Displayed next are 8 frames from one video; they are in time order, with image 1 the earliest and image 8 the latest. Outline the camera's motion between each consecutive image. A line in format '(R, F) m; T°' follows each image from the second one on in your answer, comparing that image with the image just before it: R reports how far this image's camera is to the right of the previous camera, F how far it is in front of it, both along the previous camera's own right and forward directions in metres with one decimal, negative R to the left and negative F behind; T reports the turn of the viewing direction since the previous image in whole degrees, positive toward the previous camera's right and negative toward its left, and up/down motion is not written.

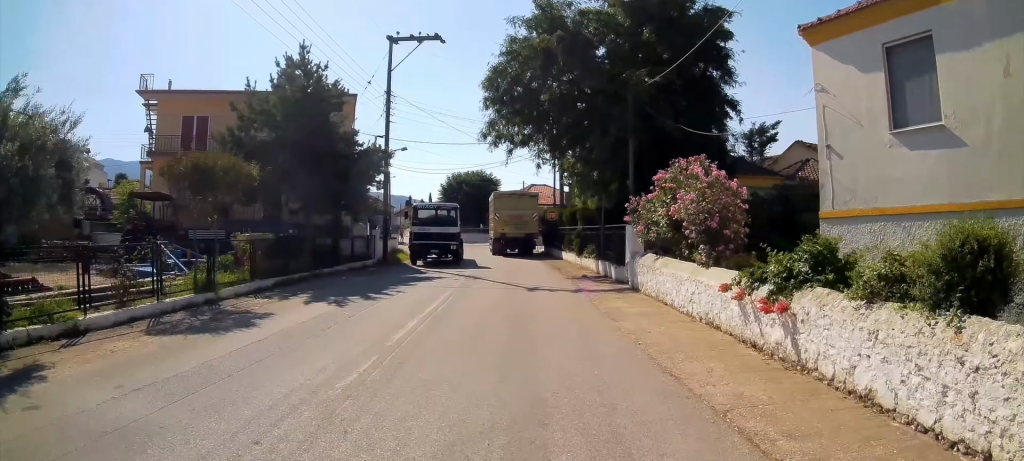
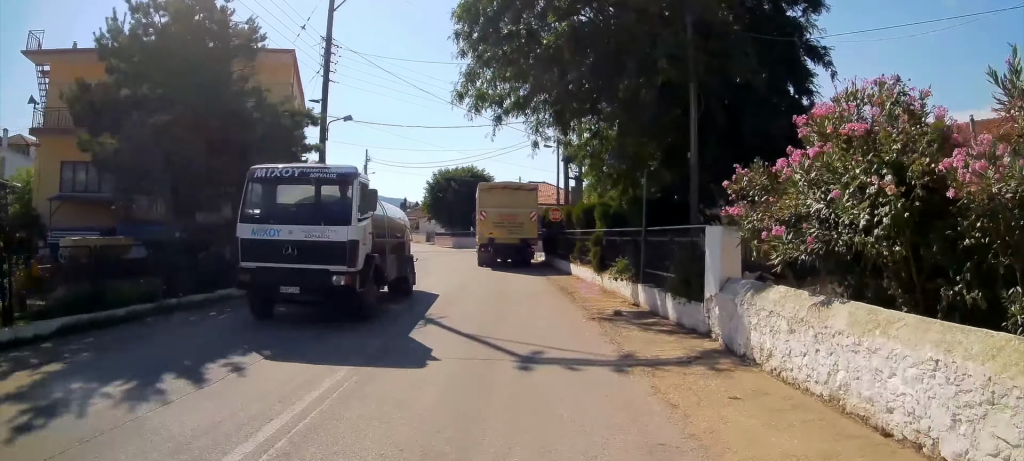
(0.0, +8.6) m; +2°
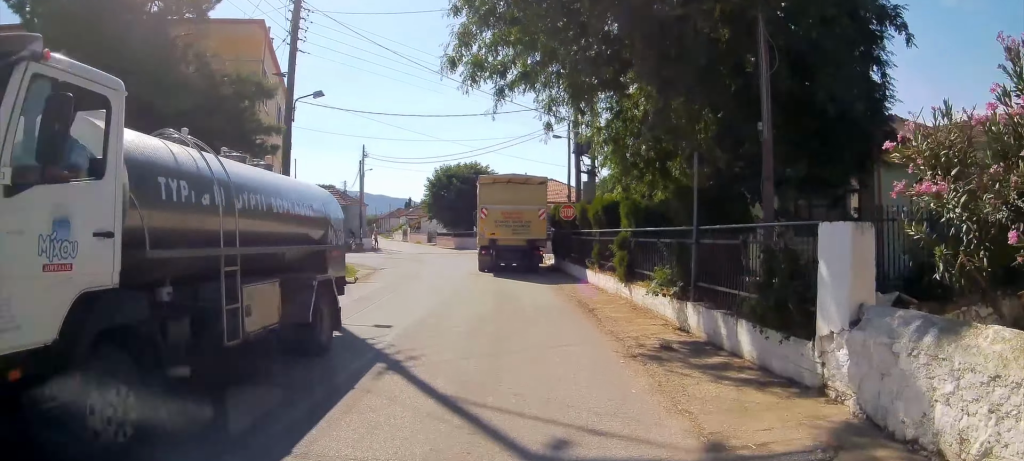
(+0.1, +3.7) m; +1°
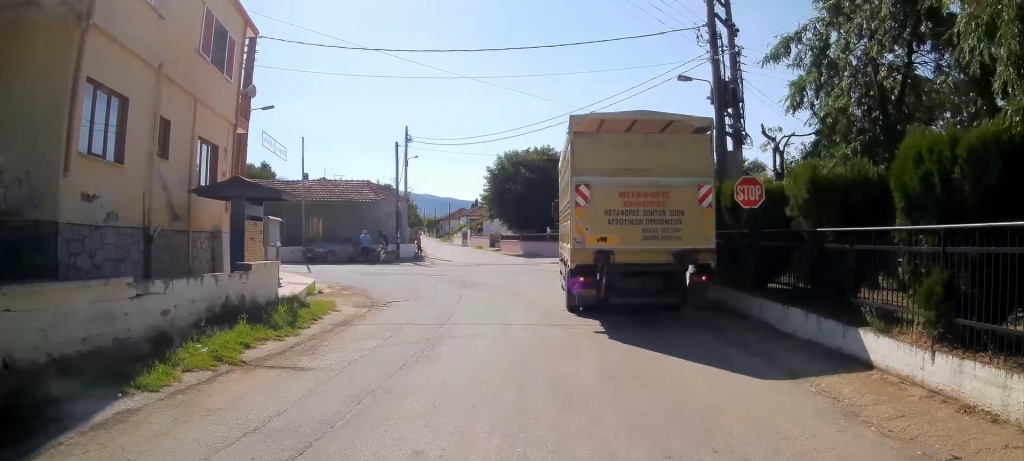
(-0.2, +13.2) m; -2°
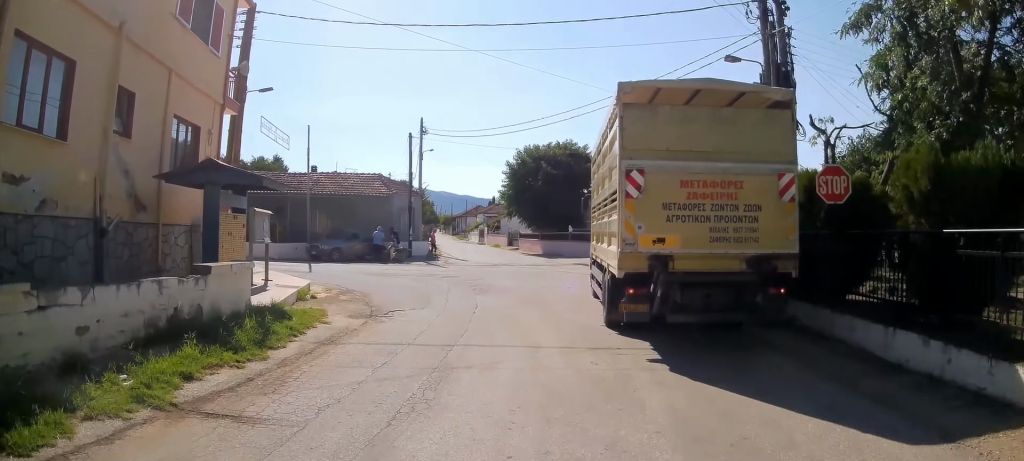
(0.0, +2.6) m; 0°
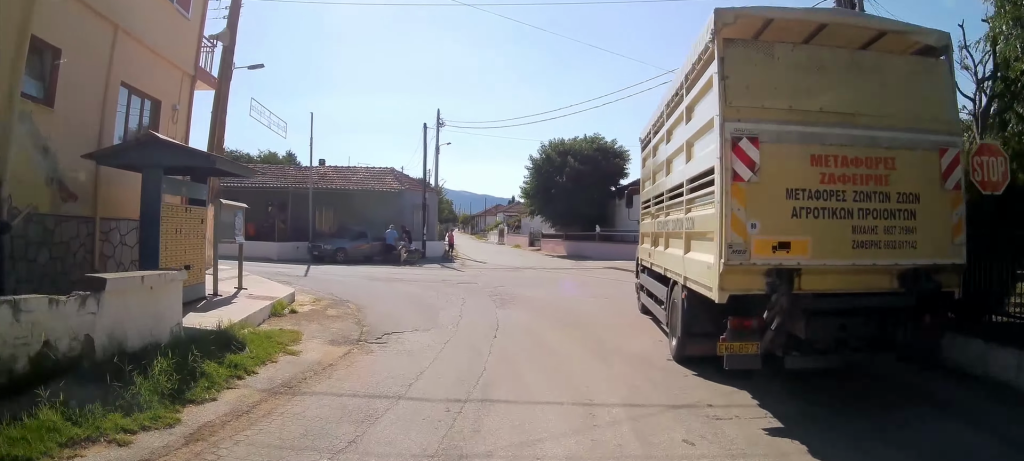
(0.0, +3.3) m; -2°
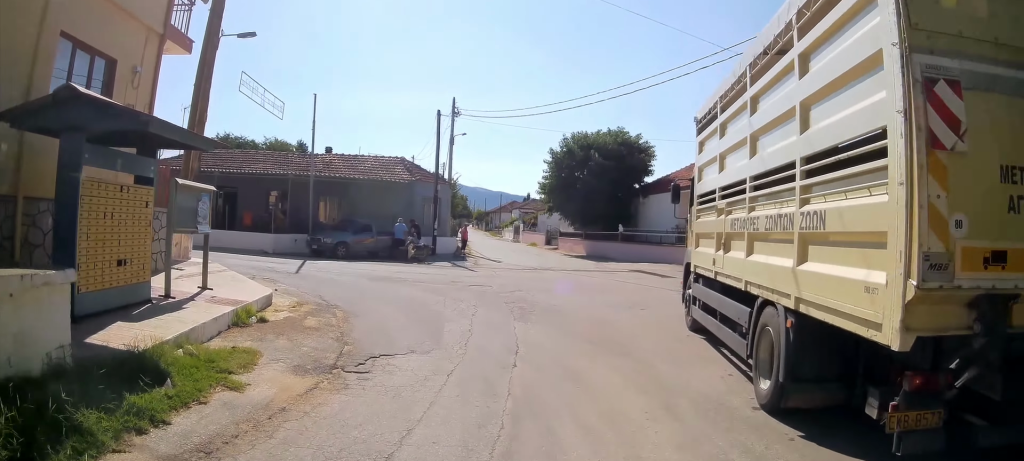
(+0.1, +2.7) m; -3°
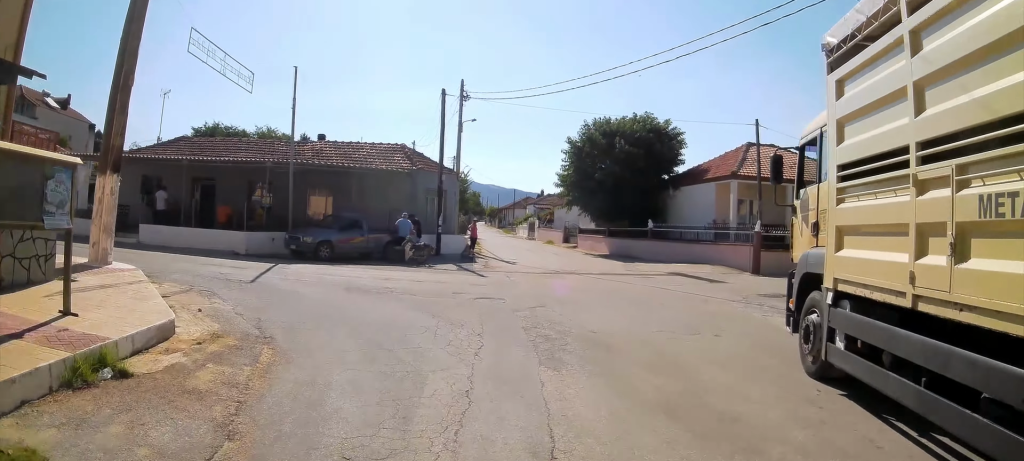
(-0.3, +4.7) m; -5°
